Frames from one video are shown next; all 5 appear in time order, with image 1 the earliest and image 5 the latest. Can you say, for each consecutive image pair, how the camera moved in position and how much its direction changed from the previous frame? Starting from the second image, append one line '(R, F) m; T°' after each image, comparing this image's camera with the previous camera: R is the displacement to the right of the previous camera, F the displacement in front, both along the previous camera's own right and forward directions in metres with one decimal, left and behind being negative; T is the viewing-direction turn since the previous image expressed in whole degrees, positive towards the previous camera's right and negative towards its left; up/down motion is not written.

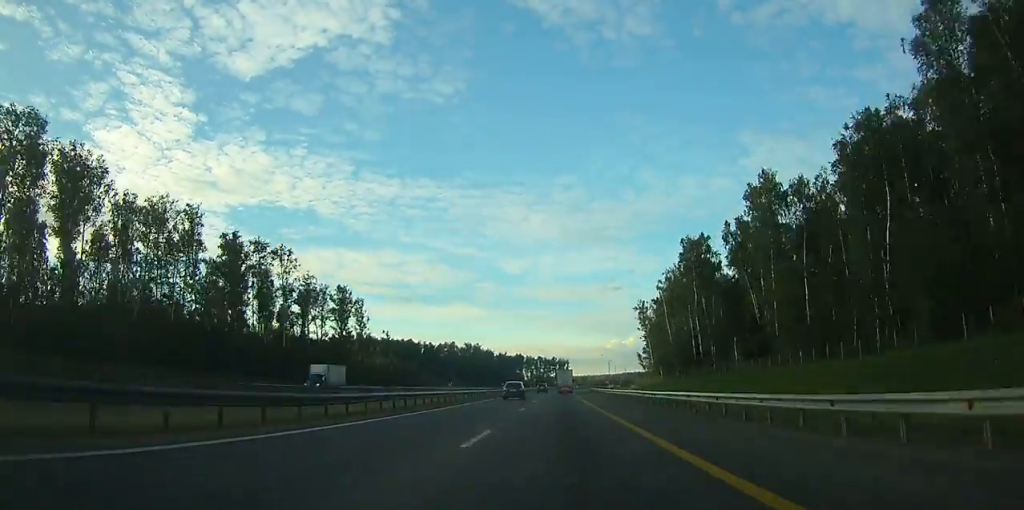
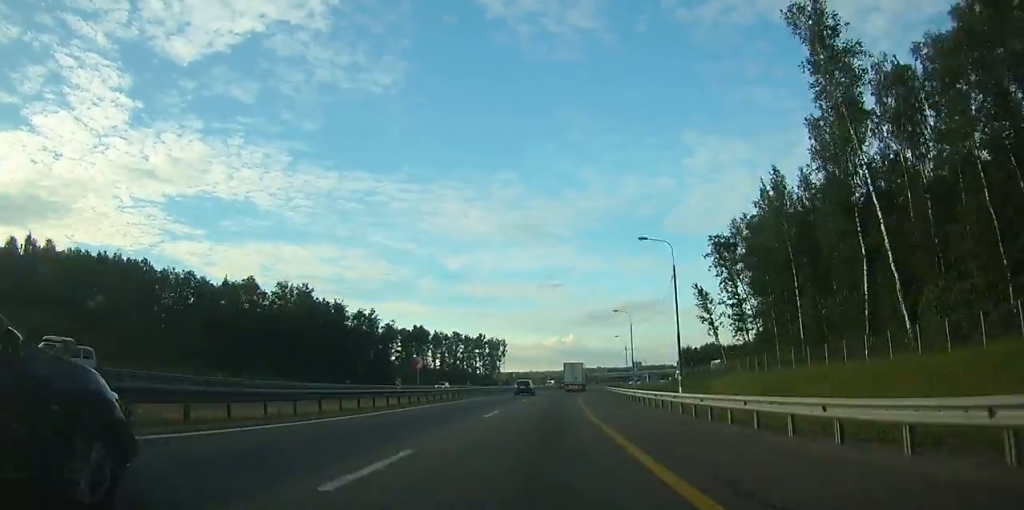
(+5.1, +151.8) m; +5°
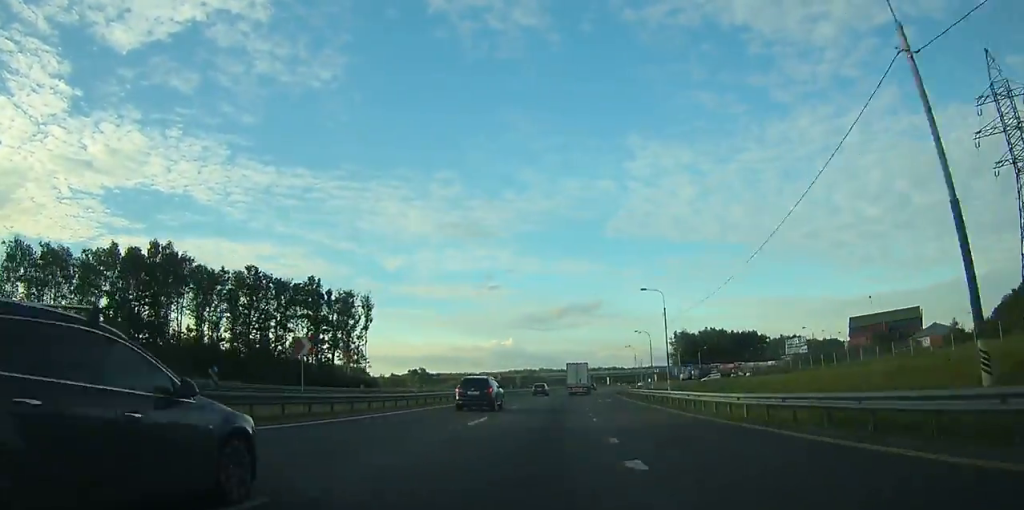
(+6.1, +117.8) m; +6°
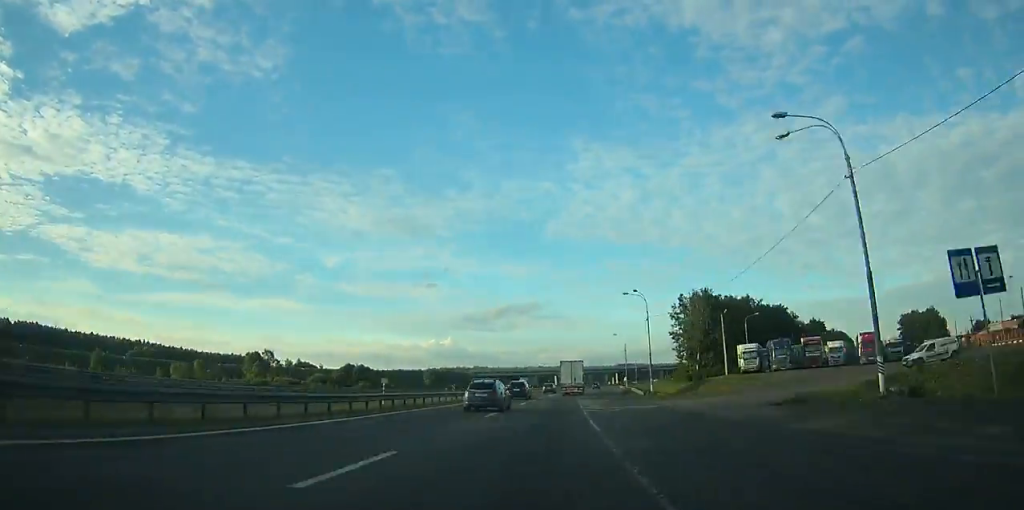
(+3.9, +92.2) m; +5°
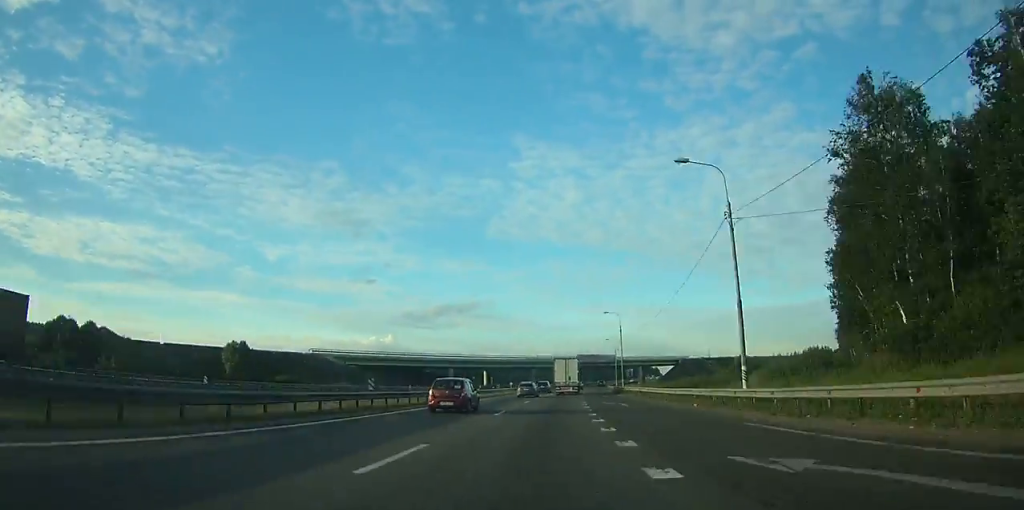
(+4.7, +91.7) m; +5°
